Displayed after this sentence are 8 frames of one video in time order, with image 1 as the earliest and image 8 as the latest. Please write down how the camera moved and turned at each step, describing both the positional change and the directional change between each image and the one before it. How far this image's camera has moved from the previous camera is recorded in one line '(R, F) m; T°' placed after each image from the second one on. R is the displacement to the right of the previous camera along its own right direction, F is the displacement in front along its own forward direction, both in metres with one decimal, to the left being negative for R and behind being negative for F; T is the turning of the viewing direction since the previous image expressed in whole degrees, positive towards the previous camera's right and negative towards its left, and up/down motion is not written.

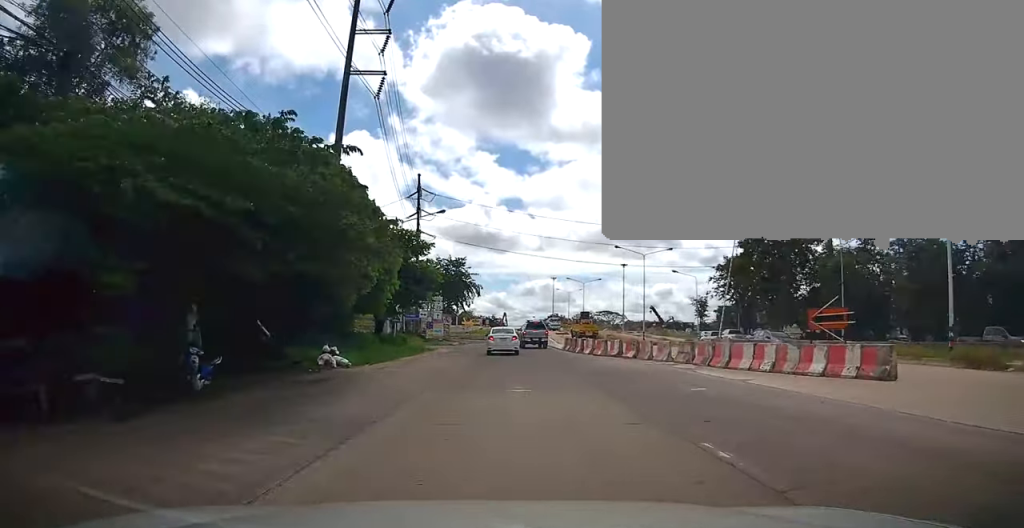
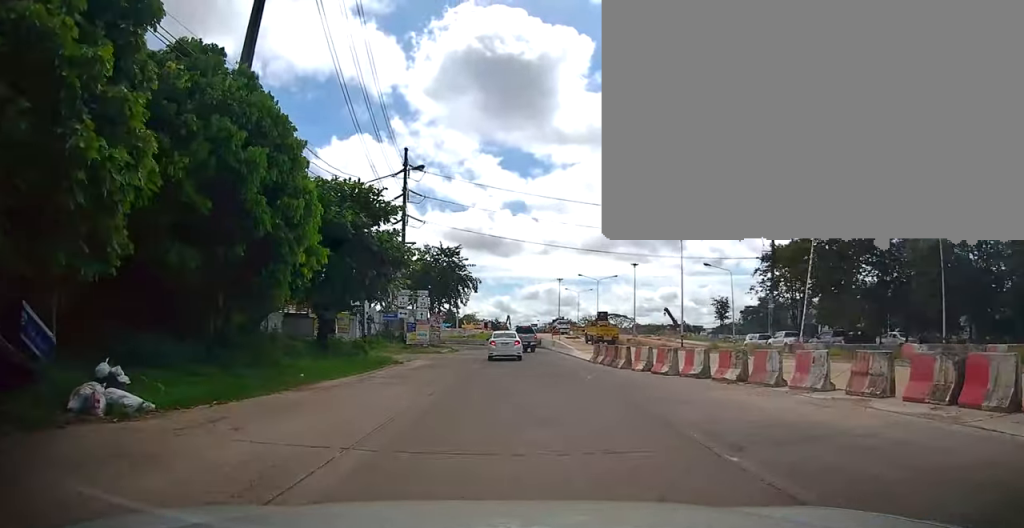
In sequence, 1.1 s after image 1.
(-0.3, +11.4) m; +1°
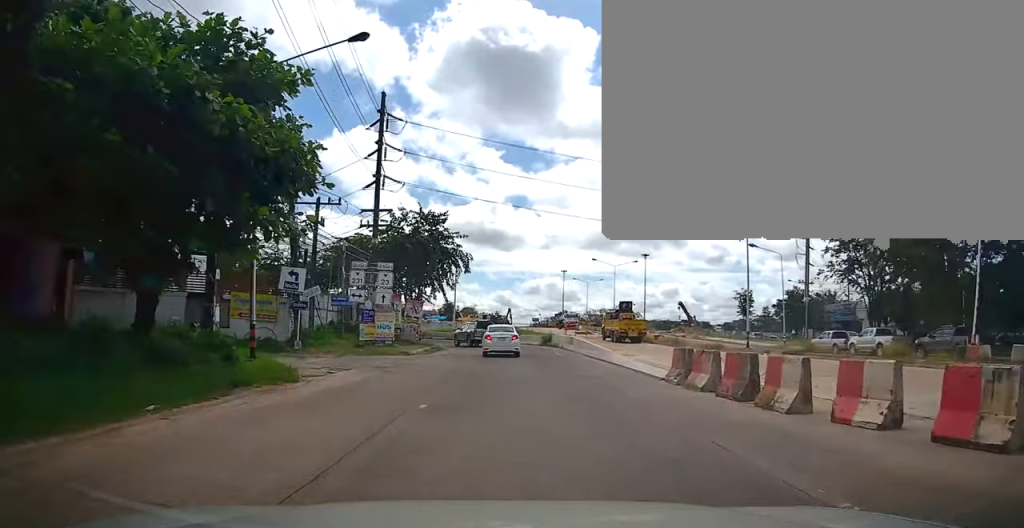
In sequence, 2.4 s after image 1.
(+0.4, +12.5) m; 0°
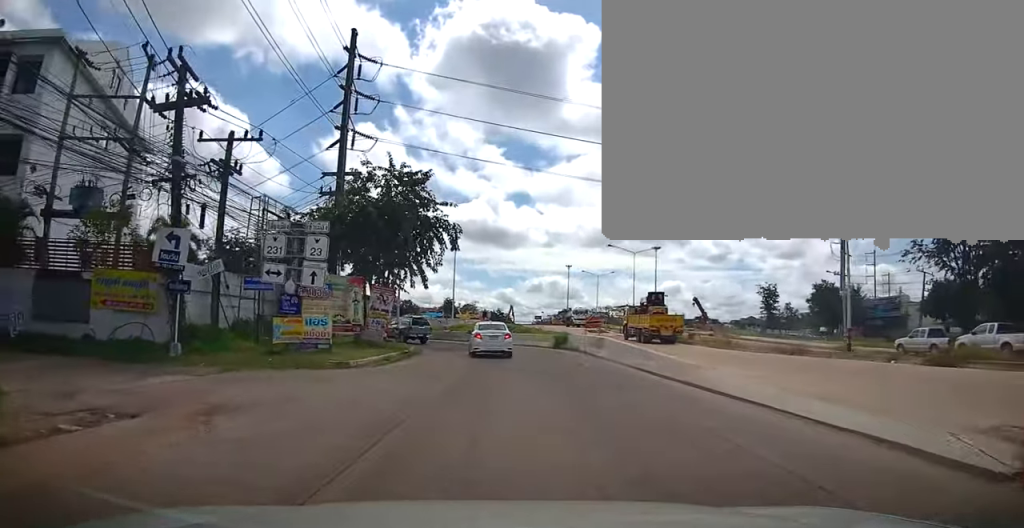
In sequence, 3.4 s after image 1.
(-0.4, +10.2) m; -2°
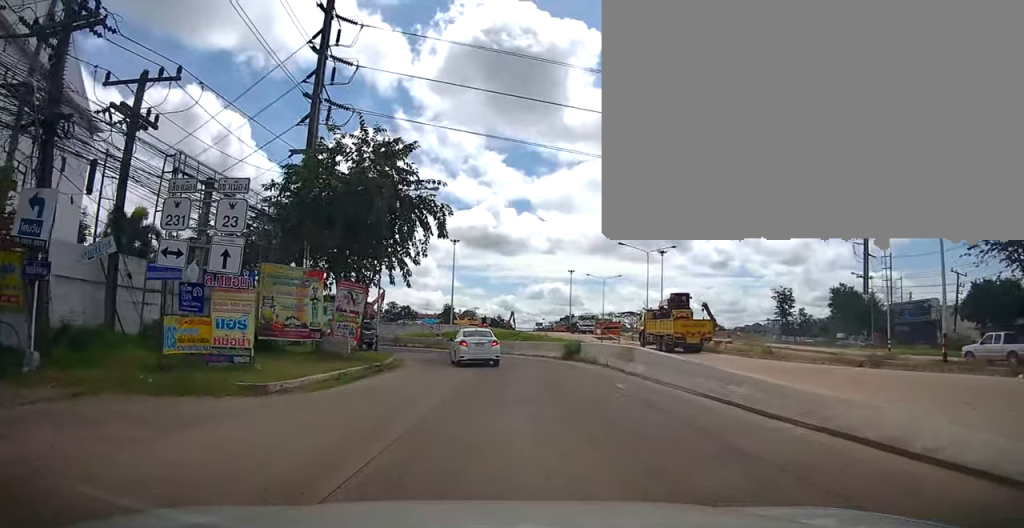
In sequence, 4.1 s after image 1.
(-0.2, +5.9) m; 0°
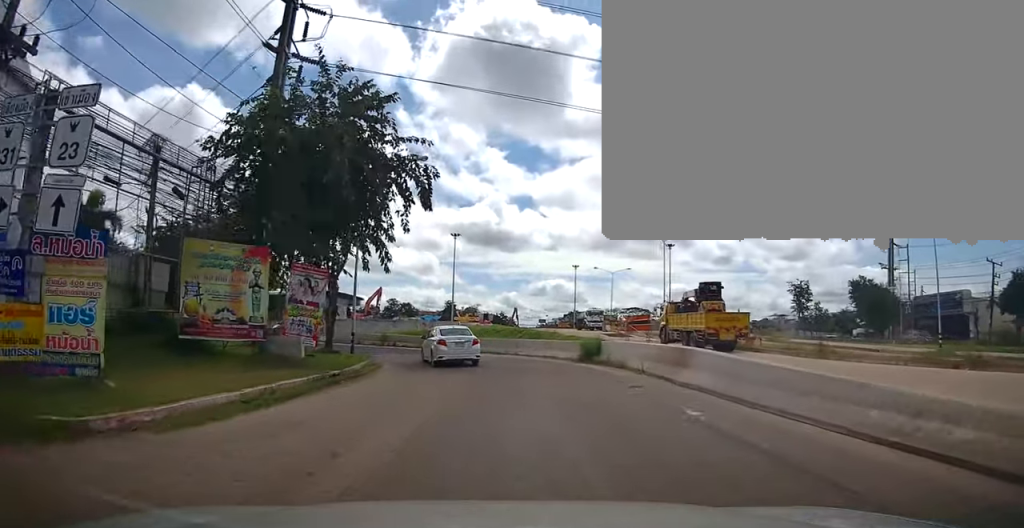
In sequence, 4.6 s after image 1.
(+0.3, +5.3) m; +2°
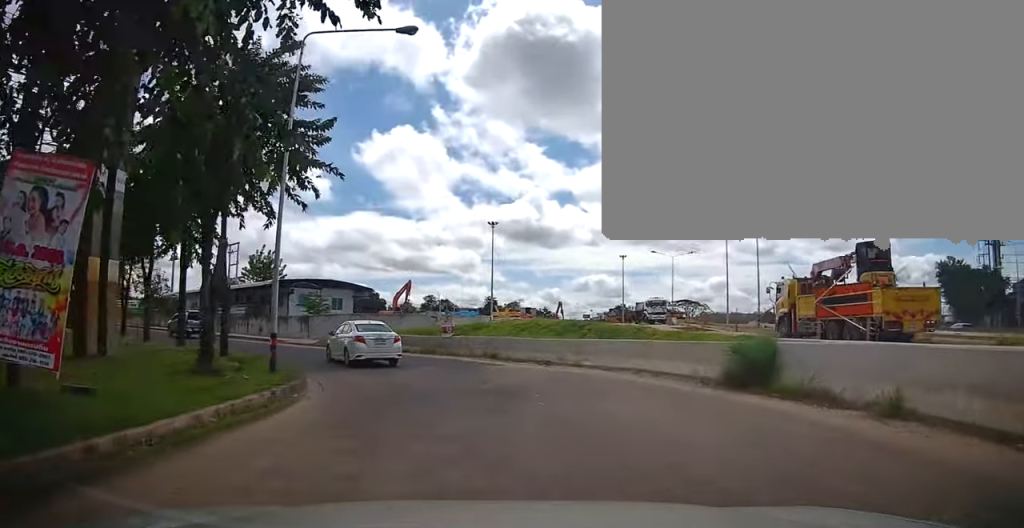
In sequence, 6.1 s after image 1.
(0.0, +12.6) m; -1°
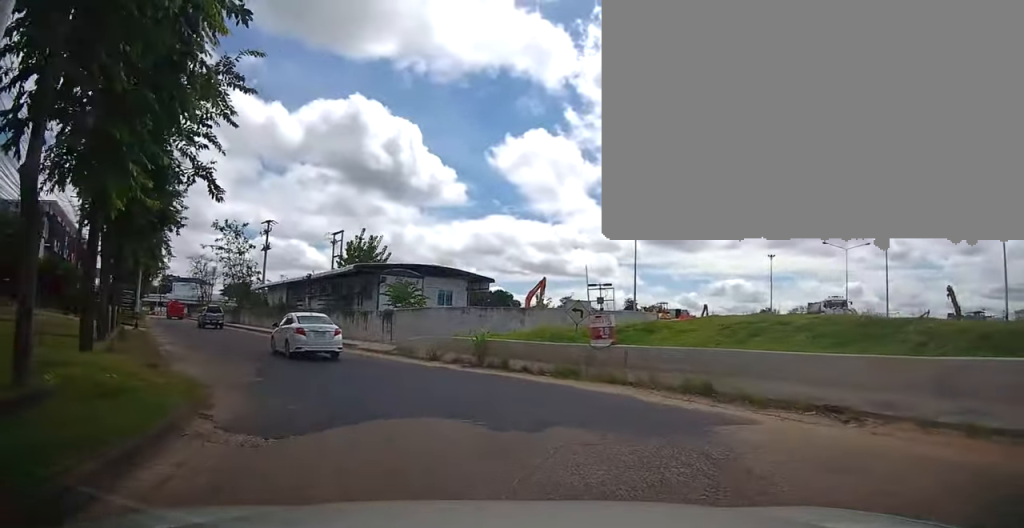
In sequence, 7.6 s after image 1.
(-0.8, +11.3) m; -14°
